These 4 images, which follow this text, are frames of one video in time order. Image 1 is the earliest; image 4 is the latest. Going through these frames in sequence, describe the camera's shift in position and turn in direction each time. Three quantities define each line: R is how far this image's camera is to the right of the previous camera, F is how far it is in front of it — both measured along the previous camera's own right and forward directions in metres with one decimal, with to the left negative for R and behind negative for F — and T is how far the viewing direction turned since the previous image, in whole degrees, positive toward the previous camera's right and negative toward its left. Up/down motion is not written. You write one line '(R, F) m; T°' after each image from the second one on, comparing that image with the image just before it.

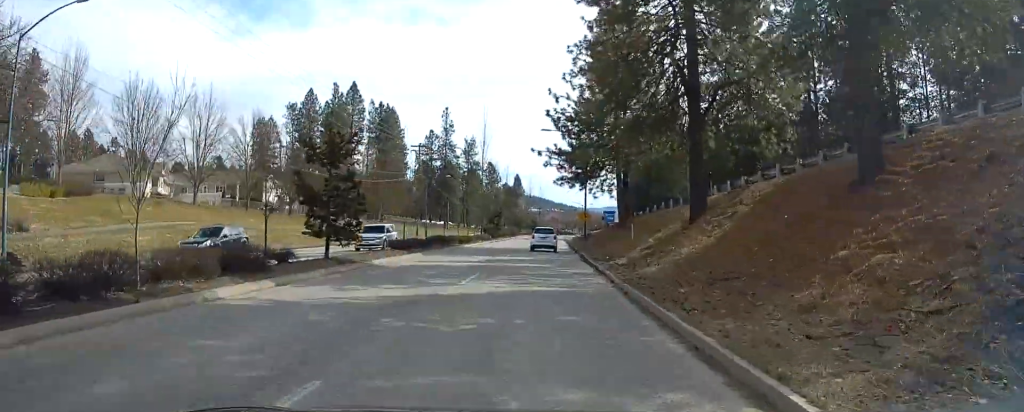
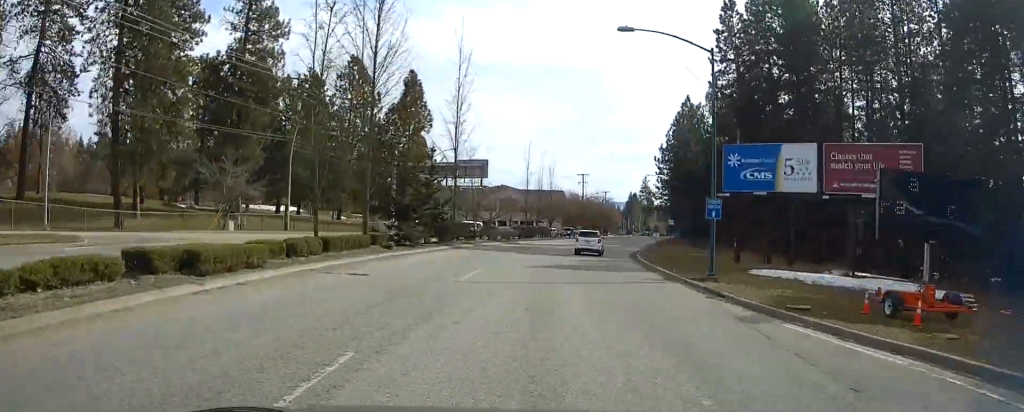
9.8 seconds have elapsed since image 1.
(+2.9, +151.9) m; +5°
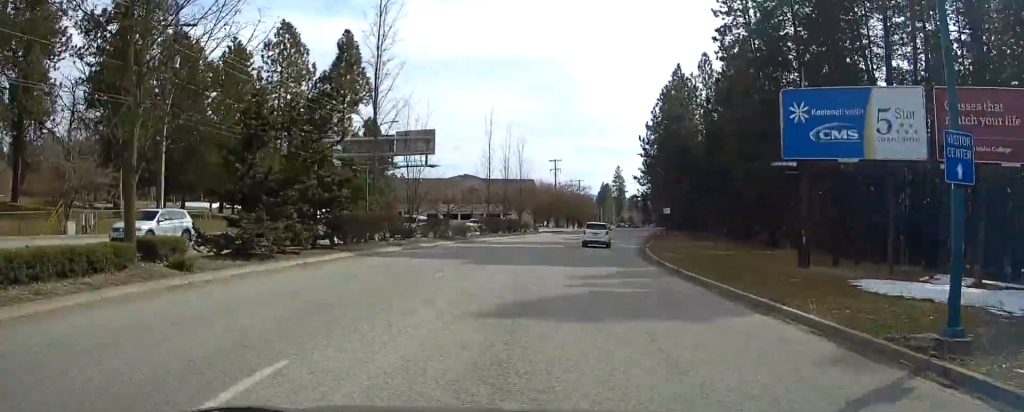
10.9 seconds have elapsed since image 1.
(+0.9, +16.5) m; +4°
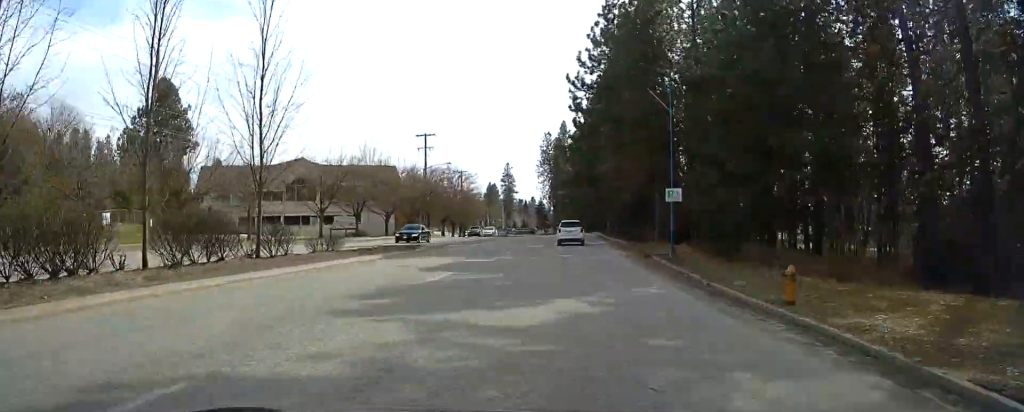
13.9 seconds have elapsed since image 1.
(+3.5, +46.5) m; +8°
